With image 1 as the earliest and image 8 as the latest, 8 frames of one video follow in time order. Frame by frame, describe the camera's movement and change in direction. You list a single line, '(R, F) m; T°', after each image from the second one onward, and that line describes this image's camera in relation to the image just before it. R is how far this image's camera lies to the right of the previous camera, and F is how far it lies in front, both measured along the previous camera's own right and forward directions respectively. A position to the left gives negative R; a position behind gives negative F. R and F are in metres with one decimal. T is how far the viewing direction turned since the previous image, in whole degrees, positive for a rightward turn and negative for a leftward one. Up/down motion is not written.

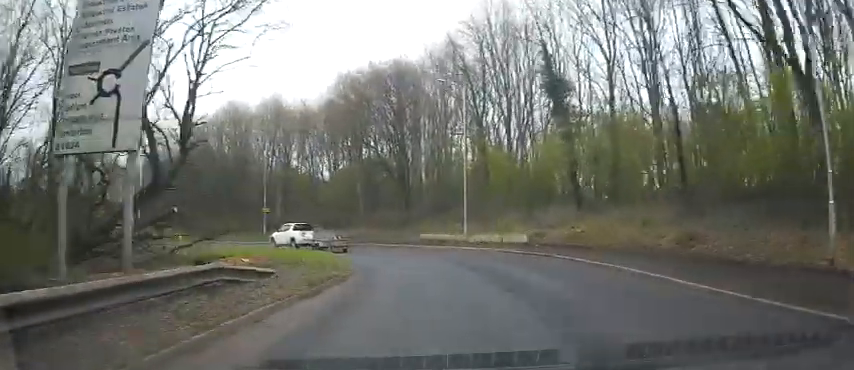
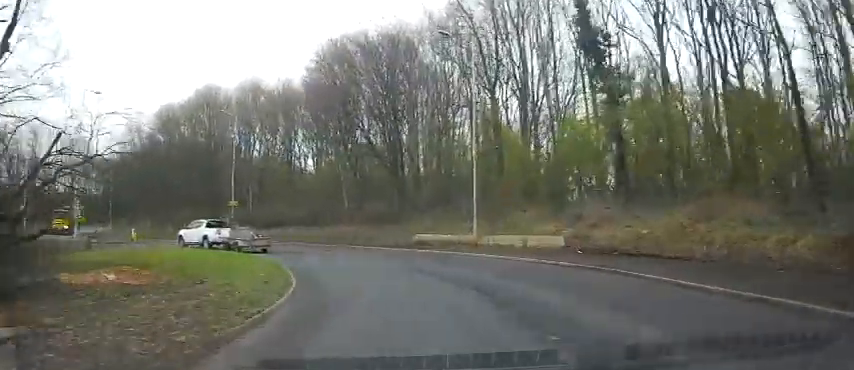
(+0.4, +8.7) m; -1°
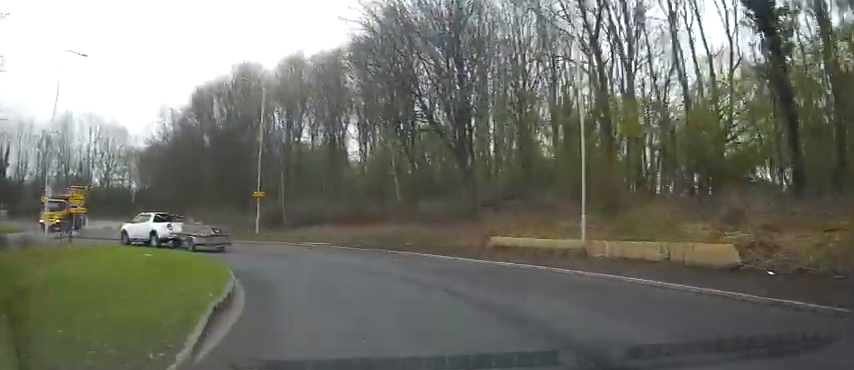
(-0.5, +8.9) m; -7°
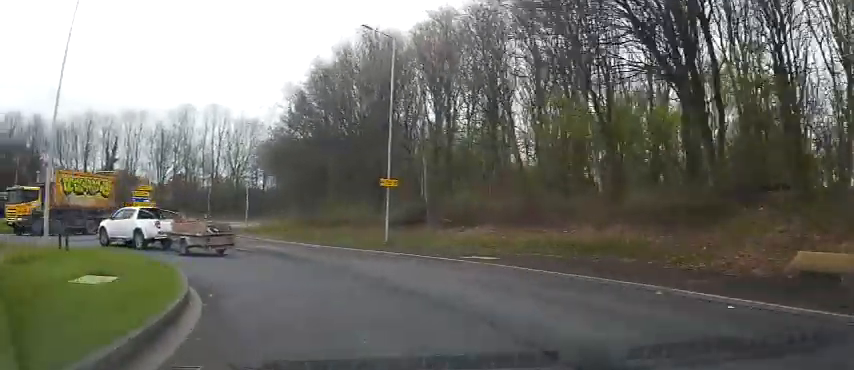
(-1.2, +12.2) m; -10°
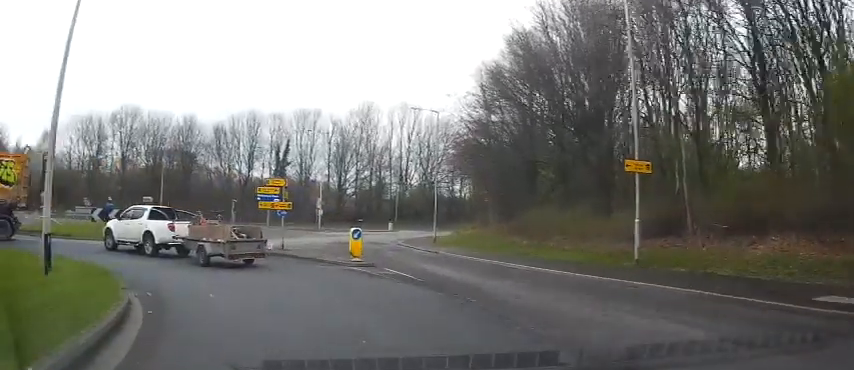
(-1.0, +10.7) m; -18°
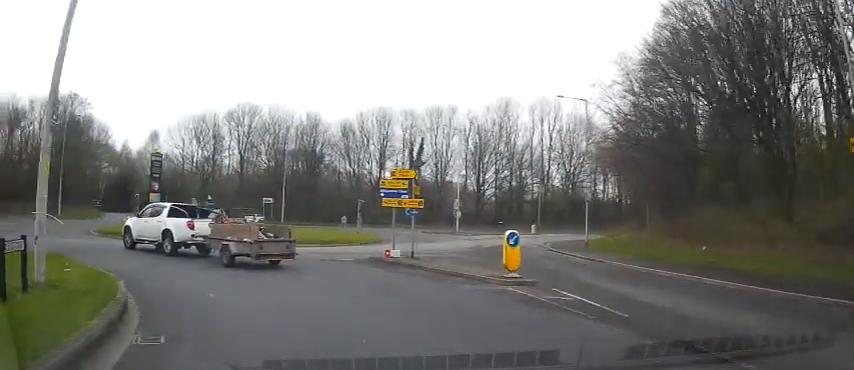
(-0.9, +4.7) m; -13°
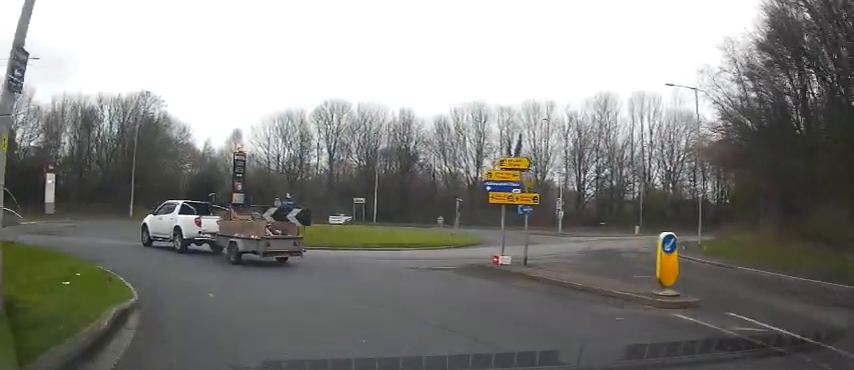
(-0.3, +3.2) m; -11°
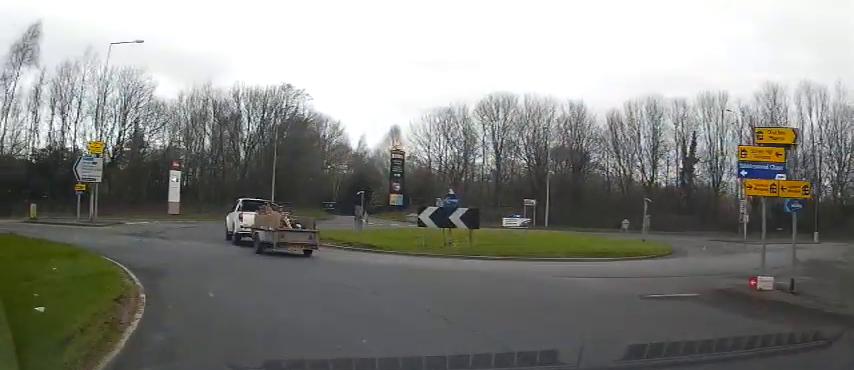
(-0.7, +4.7) m; -24°
